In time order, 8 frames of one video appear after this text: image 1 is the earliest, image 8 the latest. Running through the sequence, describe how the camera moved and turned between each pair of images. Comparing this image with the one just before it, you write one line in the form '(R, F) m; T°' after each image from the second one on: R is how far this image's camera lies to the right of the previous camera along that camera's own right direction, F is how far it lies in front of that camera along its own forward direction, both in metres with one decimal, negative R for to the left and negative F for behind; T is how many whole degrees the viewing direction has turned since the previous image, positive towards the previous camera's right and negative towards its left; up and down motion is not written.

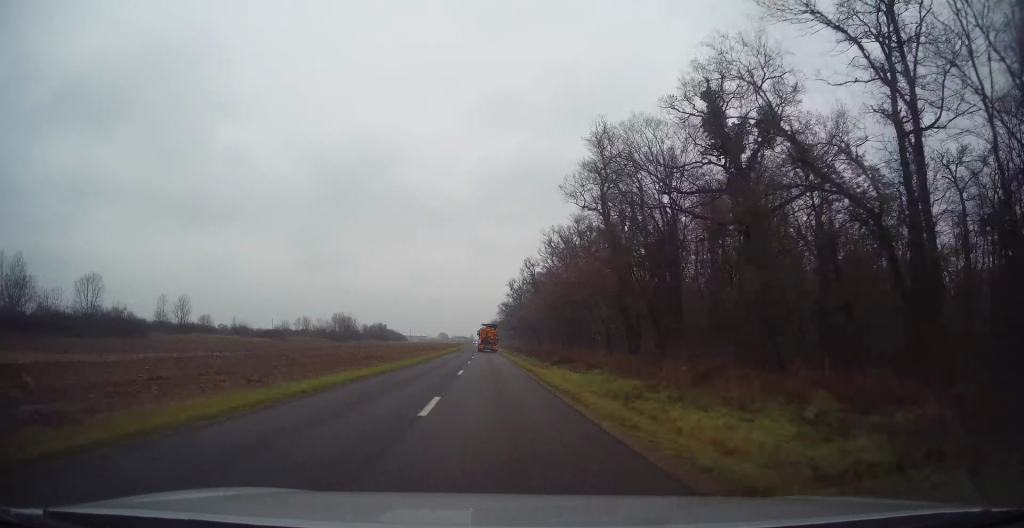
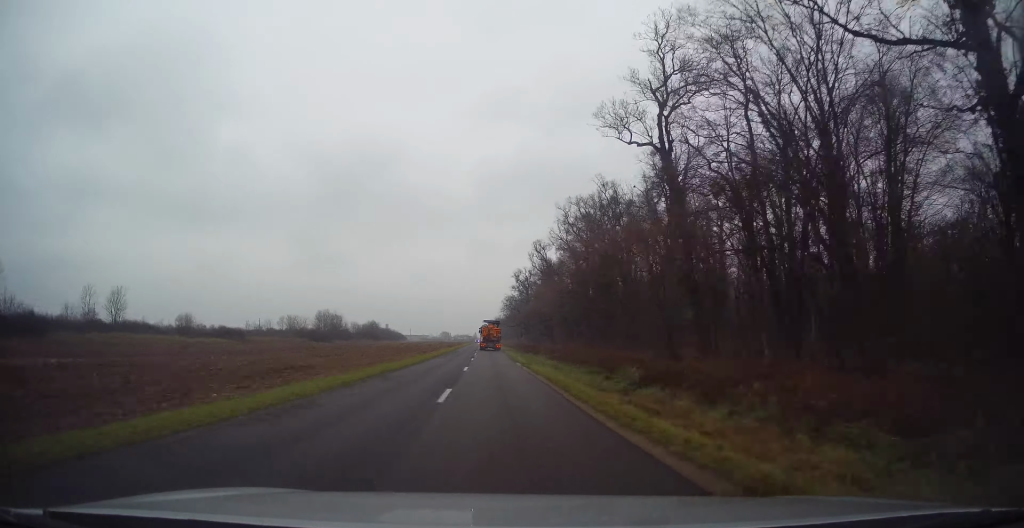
(0.0, +20.8) m; 0°
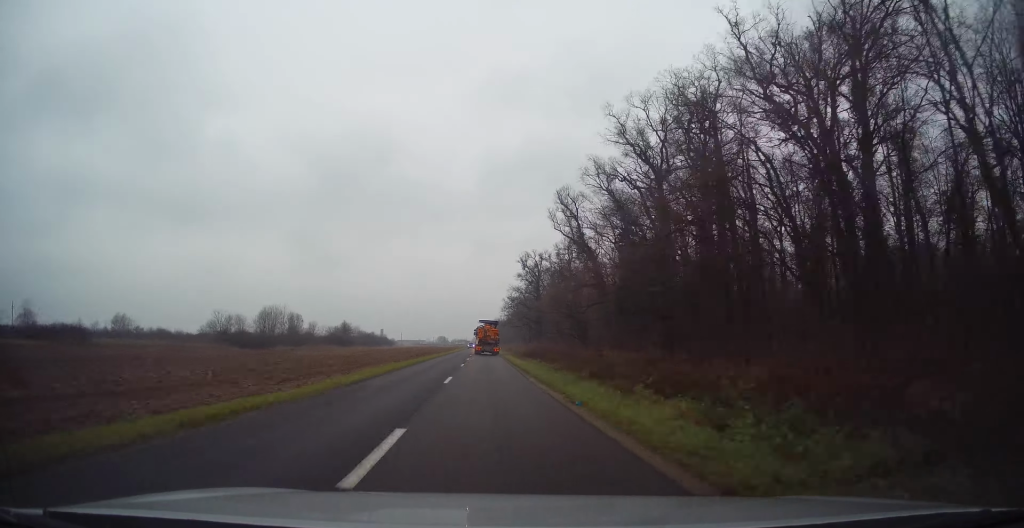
(0.0, +40.9) m; -1°
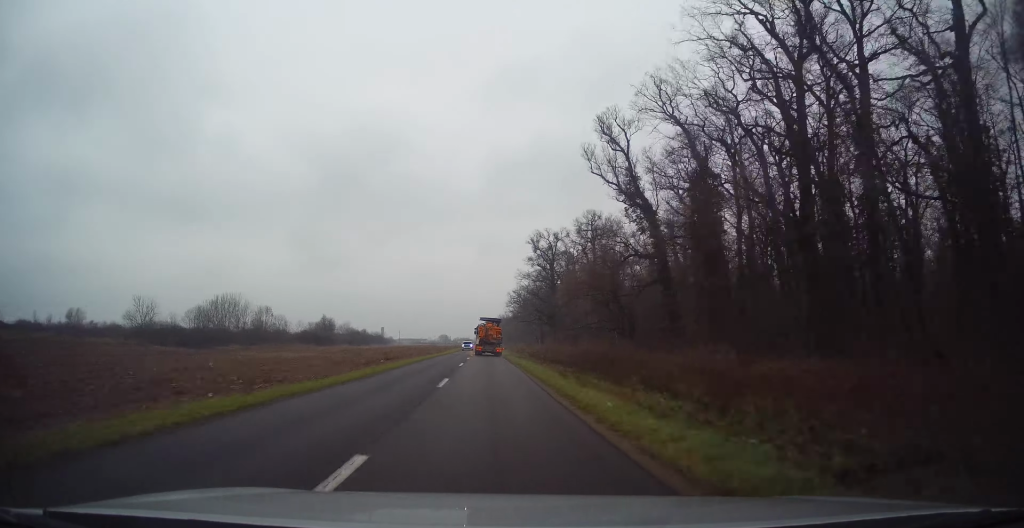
(-0.2, +25.7) m; -1°
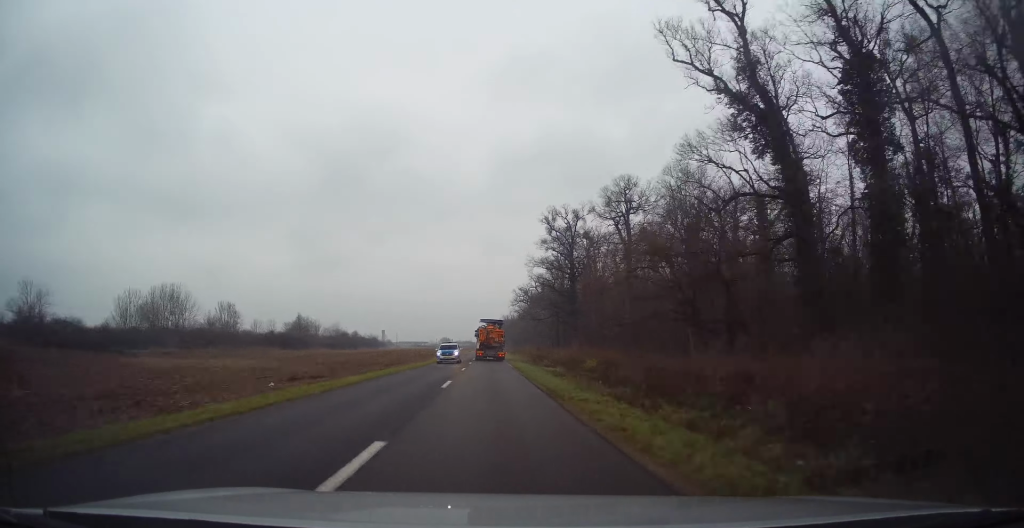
(-0.1, +22.0) m; 0°
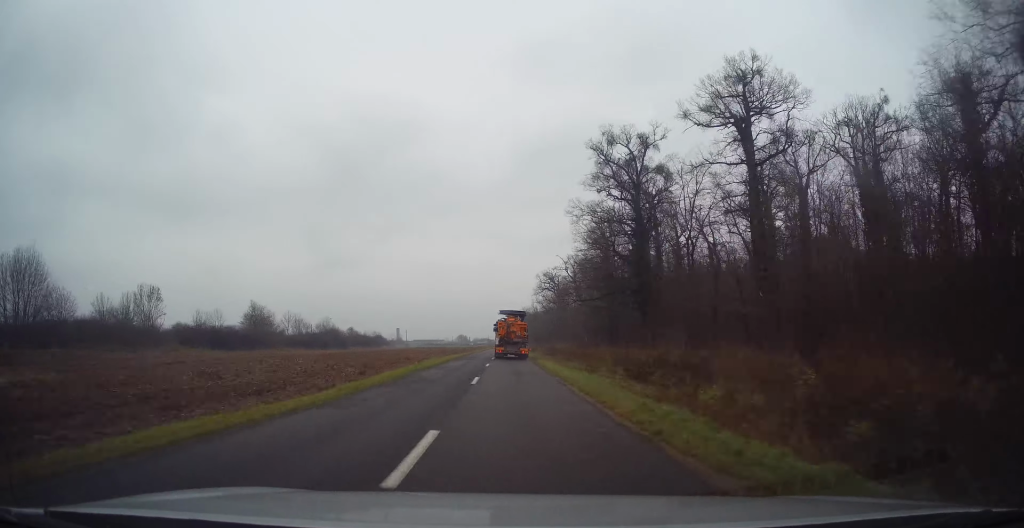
(-0.1, +35.4) m; -1°
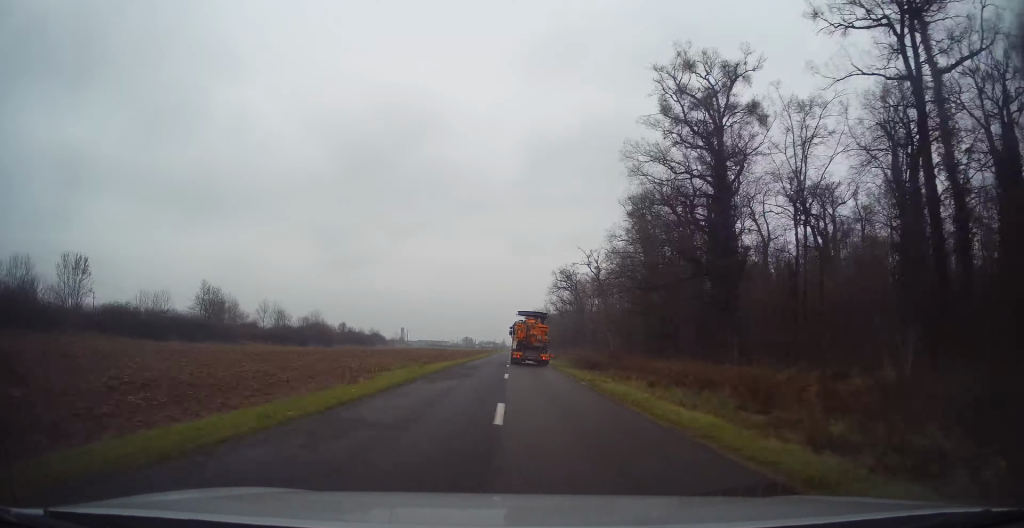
(-0.1, +19.9) m; -1°
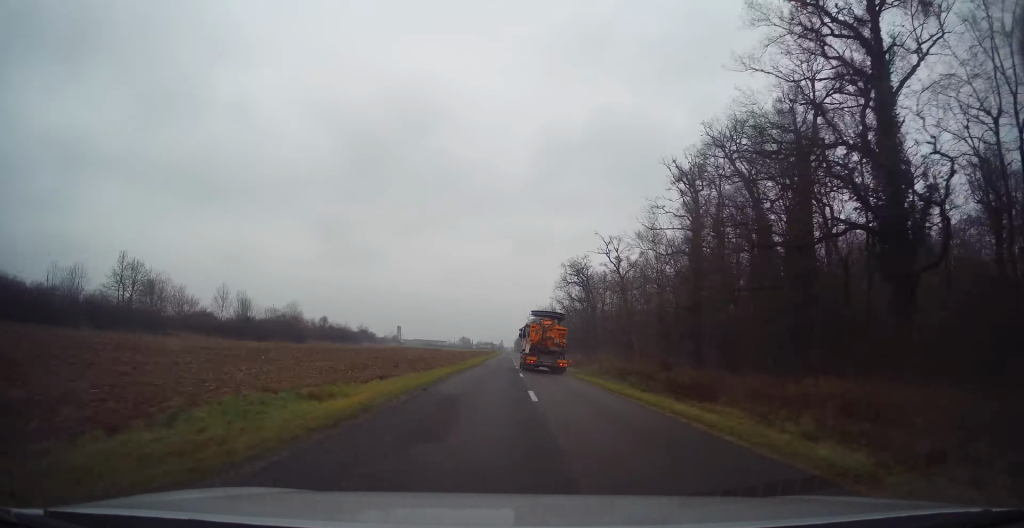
(-0.1, +19.1) m; 0°
